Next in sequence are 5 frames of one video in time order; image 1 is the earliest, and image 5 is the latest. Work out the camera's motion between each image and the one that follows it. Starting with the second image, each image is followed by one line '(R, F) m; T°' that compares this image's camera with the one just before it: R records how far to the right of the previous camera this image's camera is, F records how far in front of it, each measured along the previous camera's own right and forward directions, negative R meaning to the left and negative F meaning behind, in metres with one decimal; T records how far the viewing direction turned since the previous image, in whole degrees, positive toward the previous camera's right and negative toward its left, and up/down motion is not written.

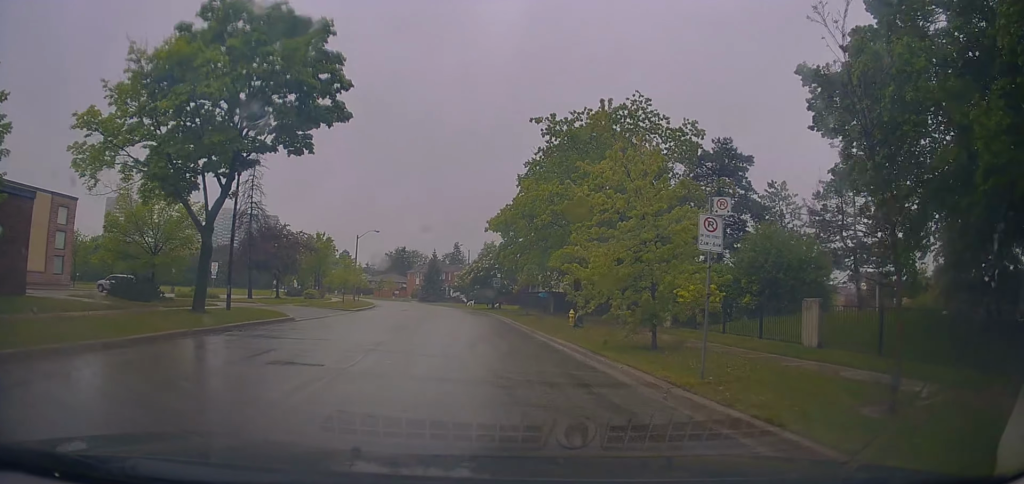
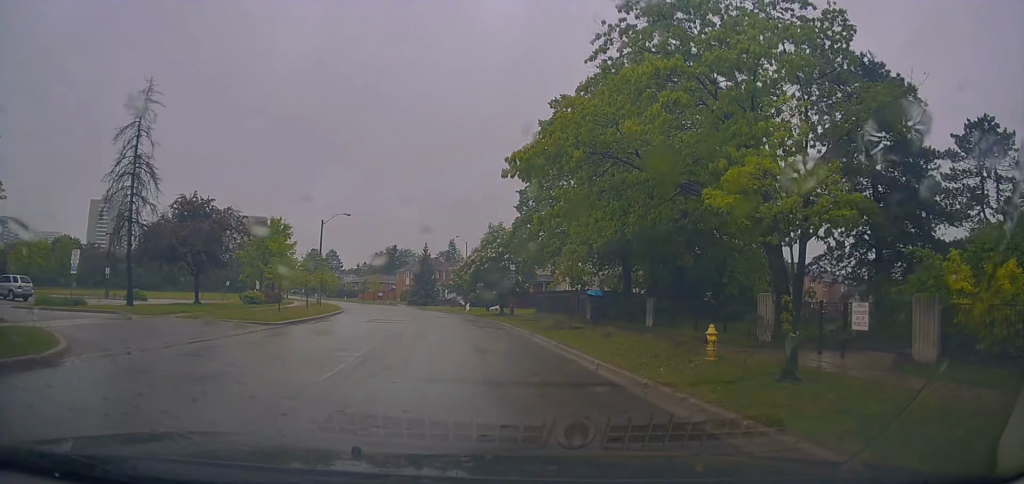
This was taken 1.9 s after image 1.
(-0.5, +16.0) m; -2°
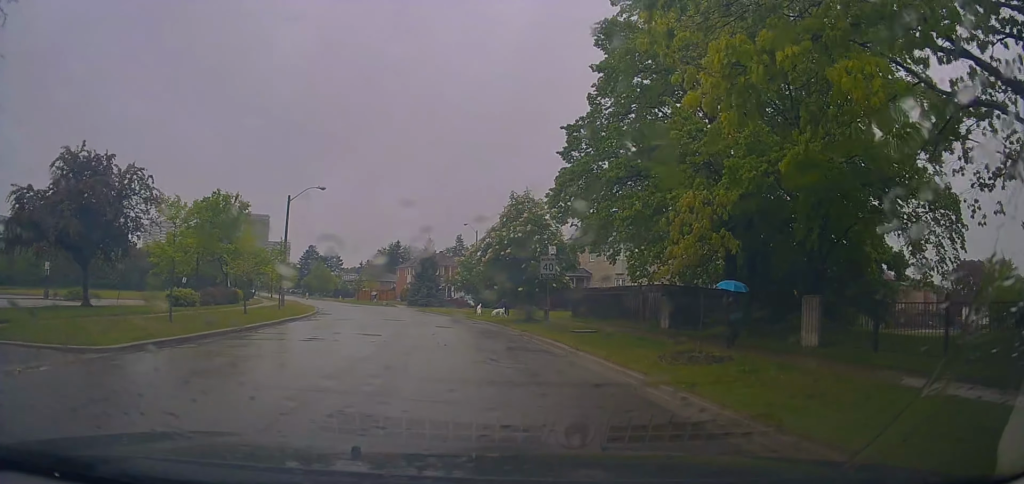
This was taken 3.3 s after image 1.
(-0.1, +12.7) m; -5°
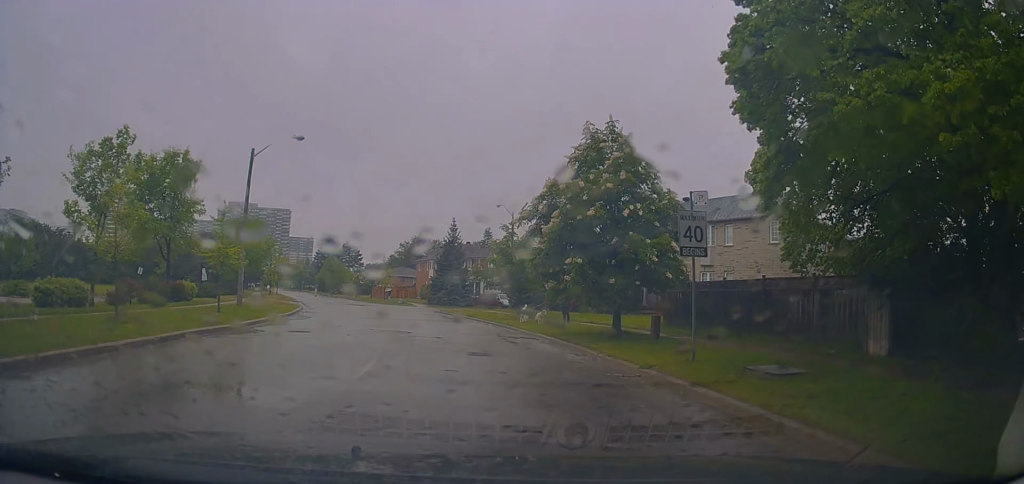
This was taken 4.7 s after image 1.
(-0.6, +12.2) m; -3°
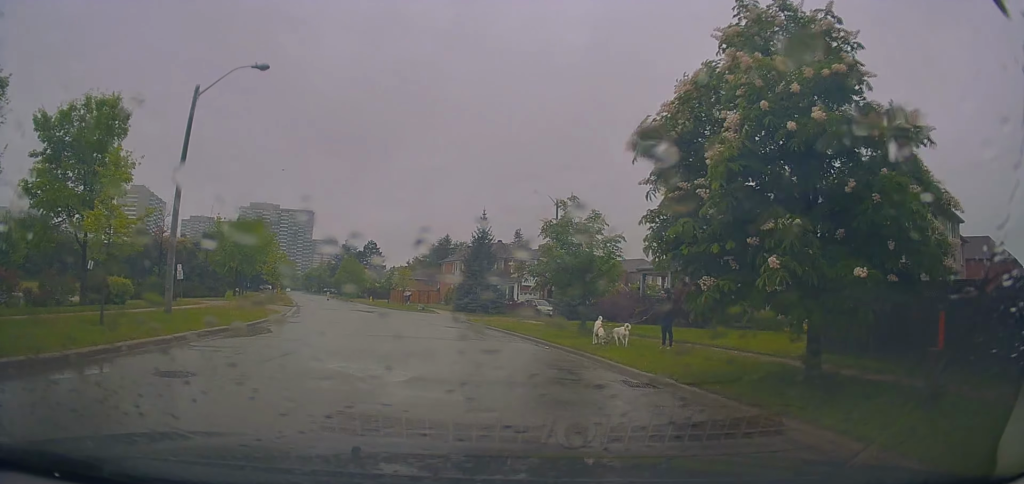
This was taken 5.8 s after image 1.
(0.0, +9.5) m; 0°
